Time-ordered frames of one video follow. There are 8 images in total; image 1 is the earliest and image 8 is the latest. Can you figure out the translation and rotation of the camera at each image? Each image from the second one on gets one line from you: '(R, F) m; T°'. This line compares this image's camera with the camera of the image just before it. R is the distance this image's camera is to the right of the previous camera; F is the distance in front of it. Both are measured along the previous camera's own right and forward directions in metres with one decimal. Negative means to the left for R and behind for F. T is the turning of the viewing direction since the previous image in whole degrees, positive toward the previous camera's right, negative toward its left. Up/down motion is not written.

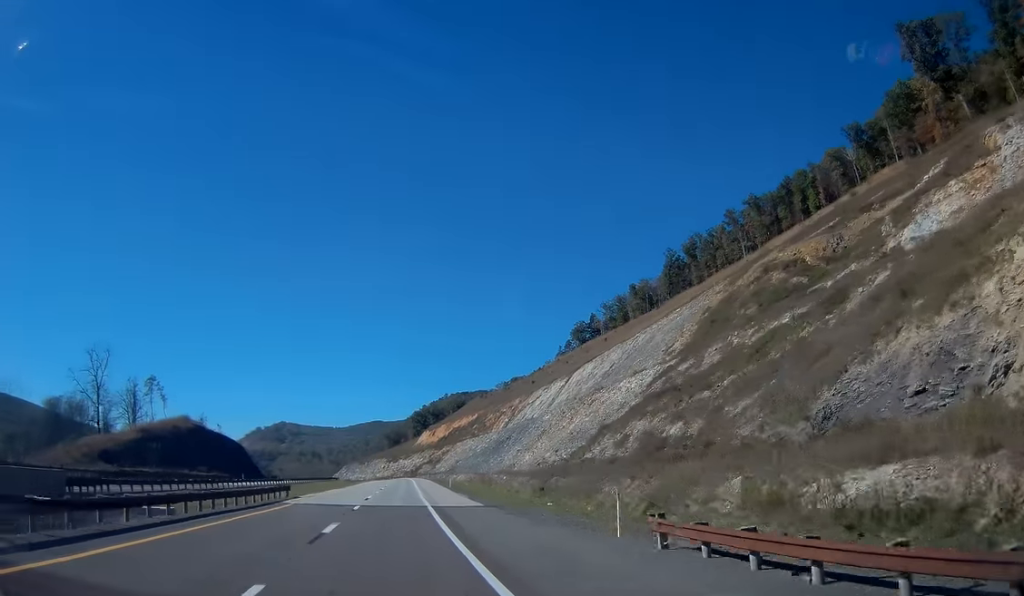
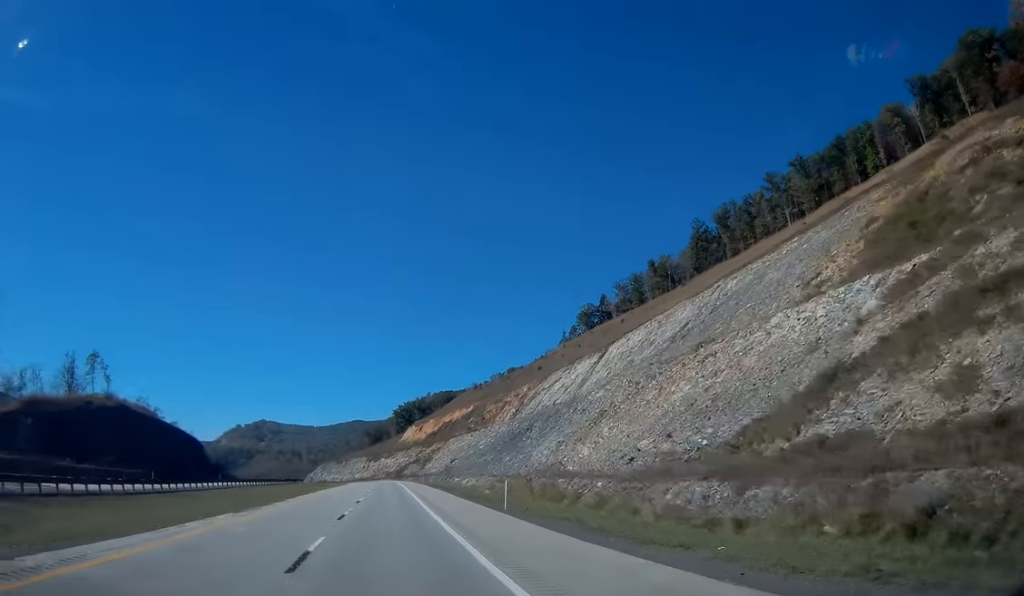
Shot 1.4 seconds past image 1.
(+0.8, +41.9) m; +1°
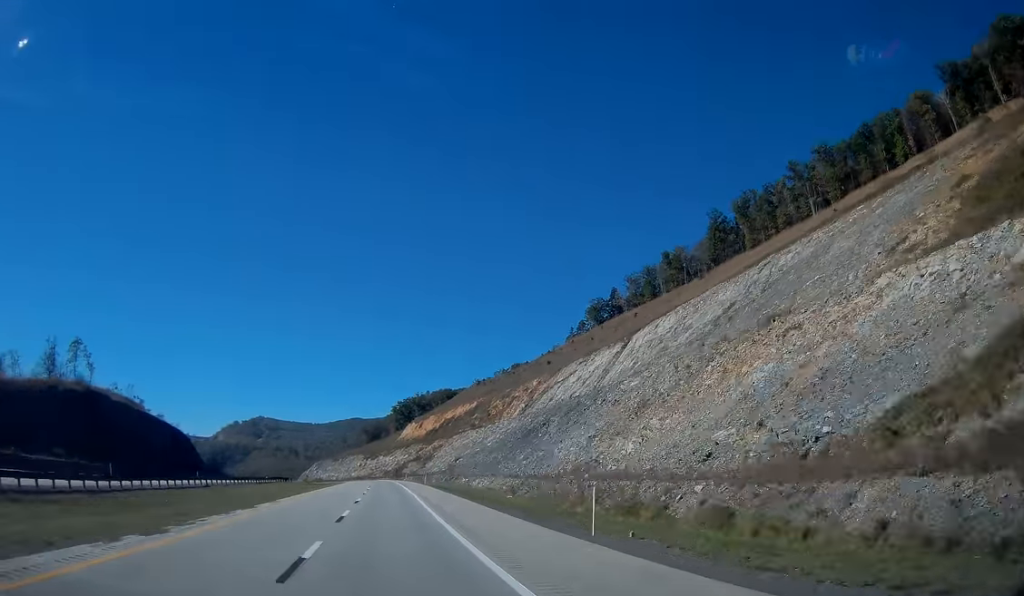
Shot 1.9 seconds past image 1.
(-0.1, +13.6) m; 0°
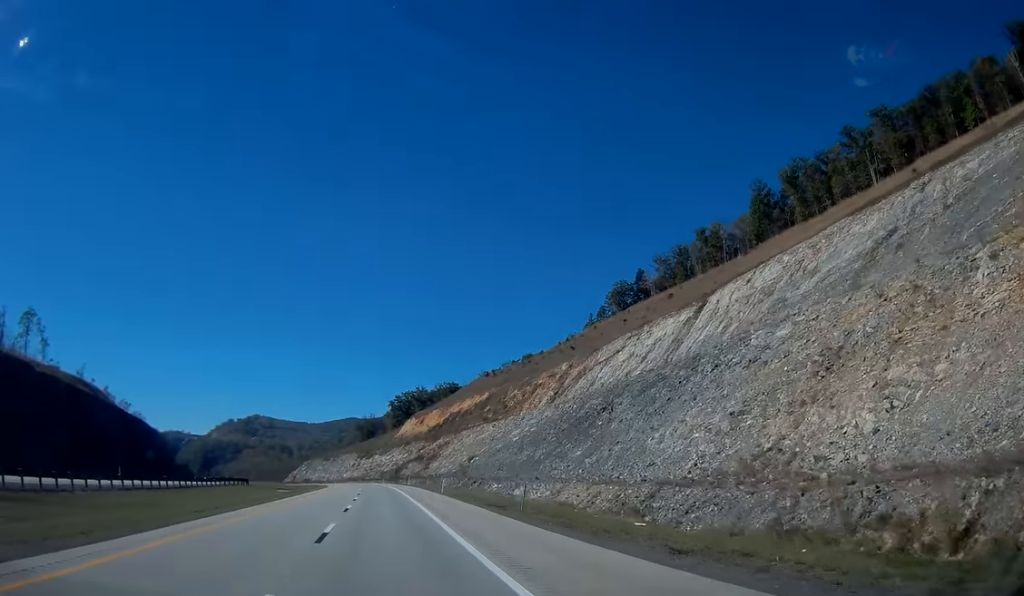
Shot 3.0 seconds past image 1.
(+0.2, +31.8) m; 0°
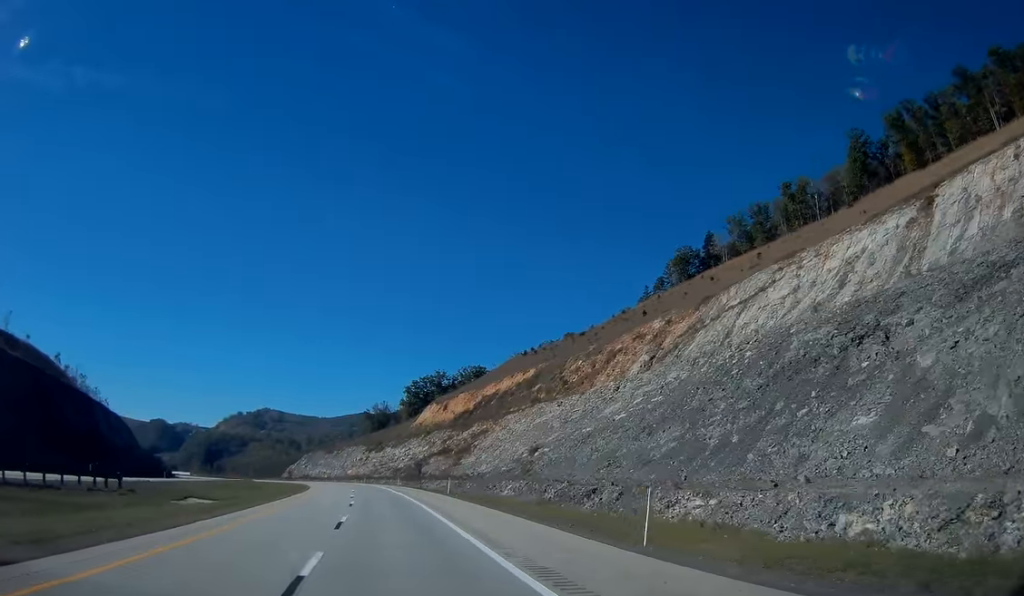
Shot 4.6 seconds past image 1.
(-0.2, +44.5) m; -1°
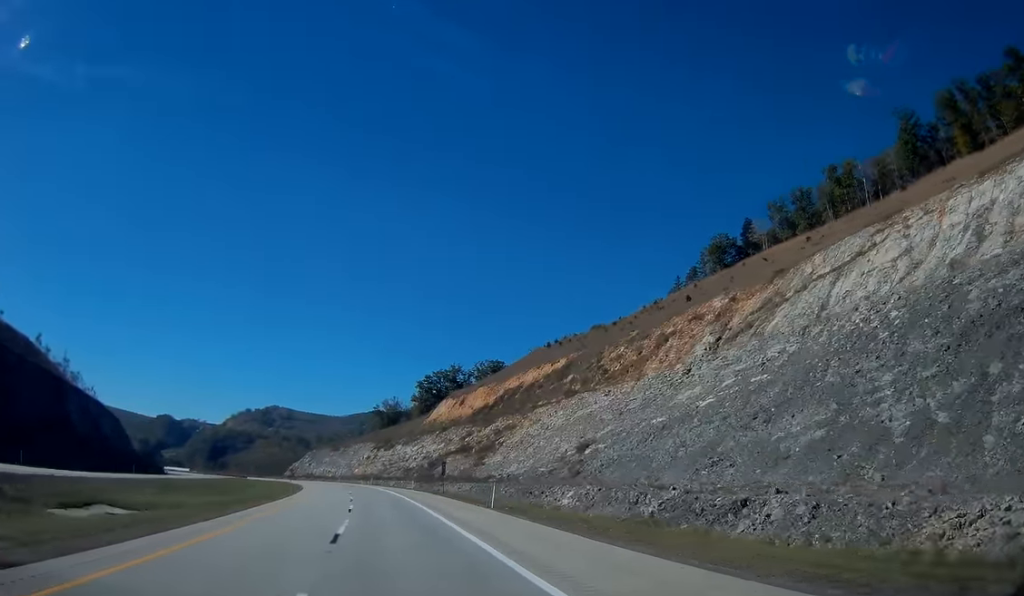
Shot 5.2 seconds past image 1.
(+0.1, +16.9) m; 0°
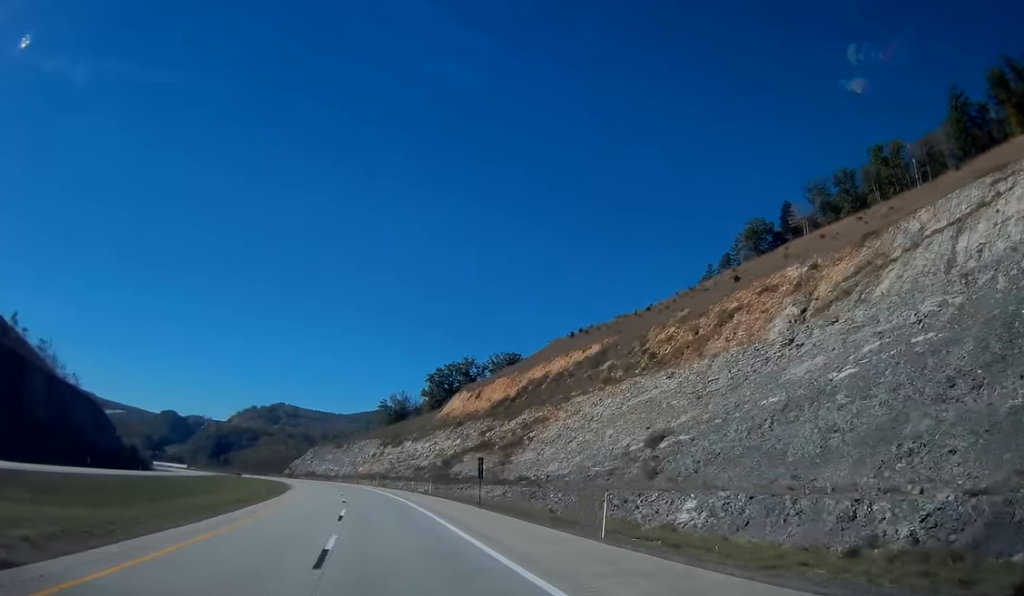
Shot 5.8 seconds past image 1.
(-0.1, +16.7) m; -1°
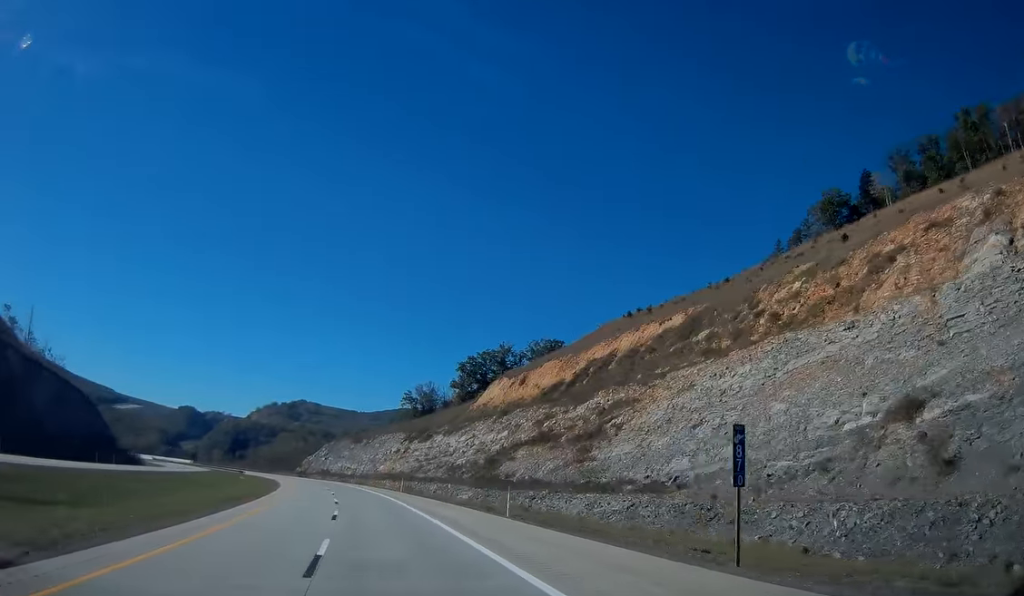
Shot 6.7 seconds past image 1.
(-0.5, +25.8) m; -2°
